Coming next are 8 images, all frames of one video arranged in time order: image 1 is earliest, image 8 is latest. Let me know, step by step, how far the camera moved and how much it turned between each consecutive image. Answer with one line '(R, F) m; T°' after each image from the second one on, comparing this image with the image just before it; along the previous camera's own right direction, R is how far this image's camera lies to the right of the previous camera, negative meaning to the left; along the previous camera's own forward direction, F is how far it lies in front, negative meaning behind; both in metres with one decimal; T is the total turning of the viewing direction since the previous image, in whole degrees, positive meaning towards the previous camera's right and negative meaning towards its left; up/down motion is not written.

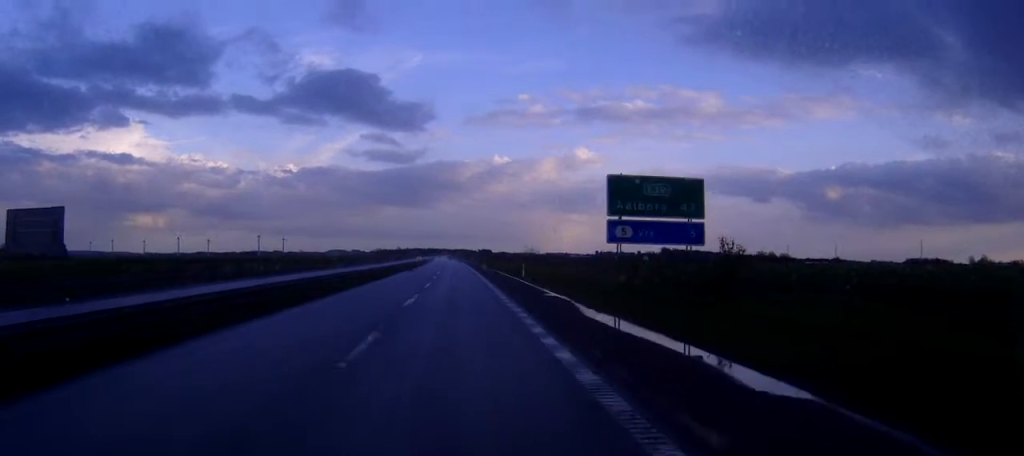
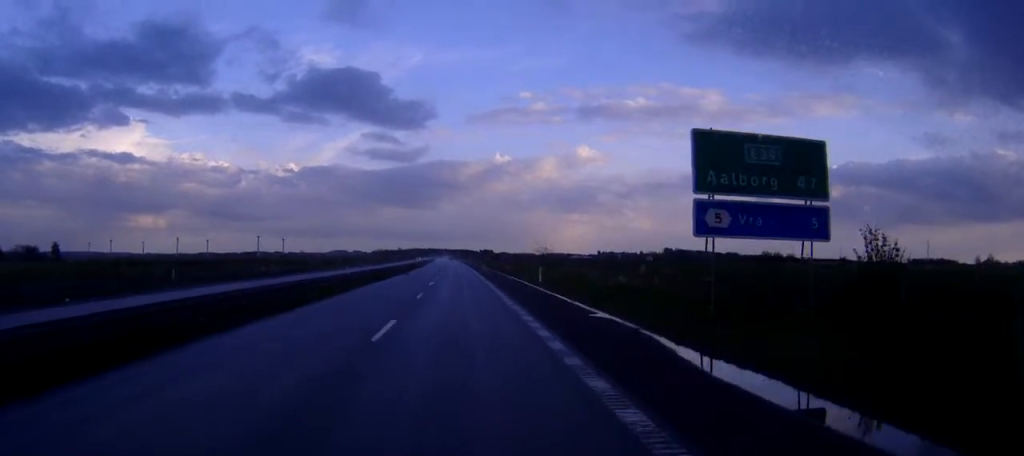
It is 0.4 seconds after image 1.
(+0.1, +11.2) m; 0°
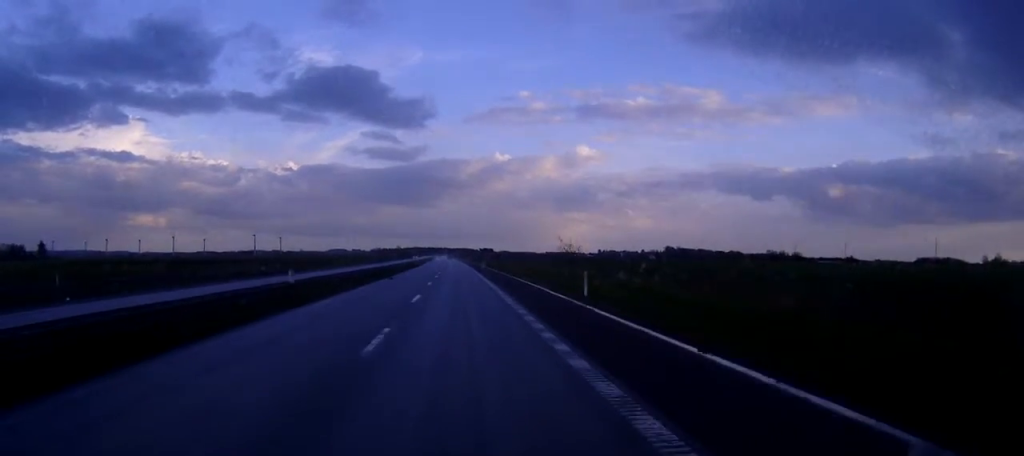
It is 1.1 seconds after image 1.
(+0.1, +17.1) m; 0°
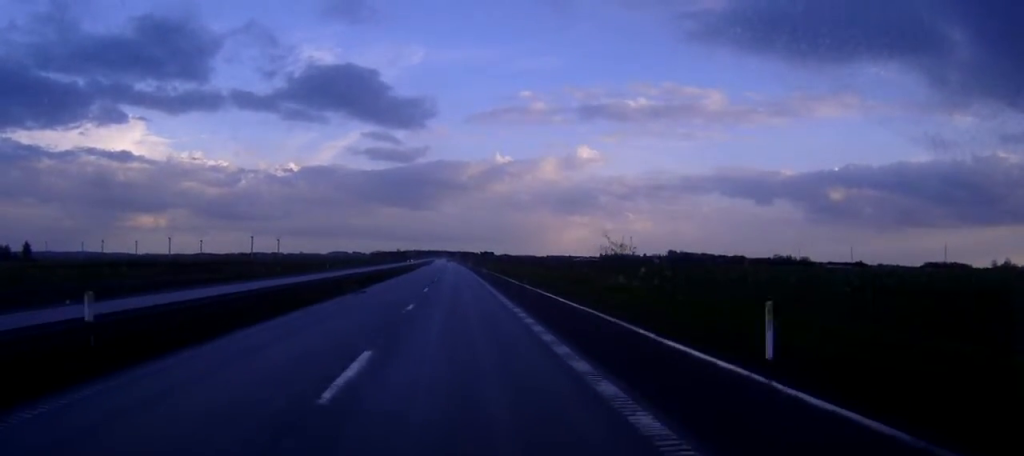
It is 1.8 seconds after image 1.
(0.0, +18.9) m; 0°
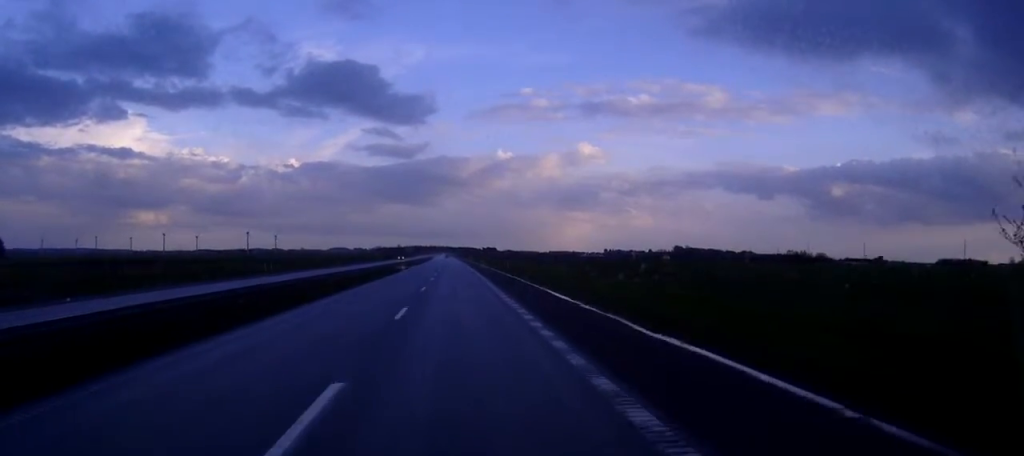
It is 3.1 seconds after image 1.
(-0.1, +33.7) m; 0°
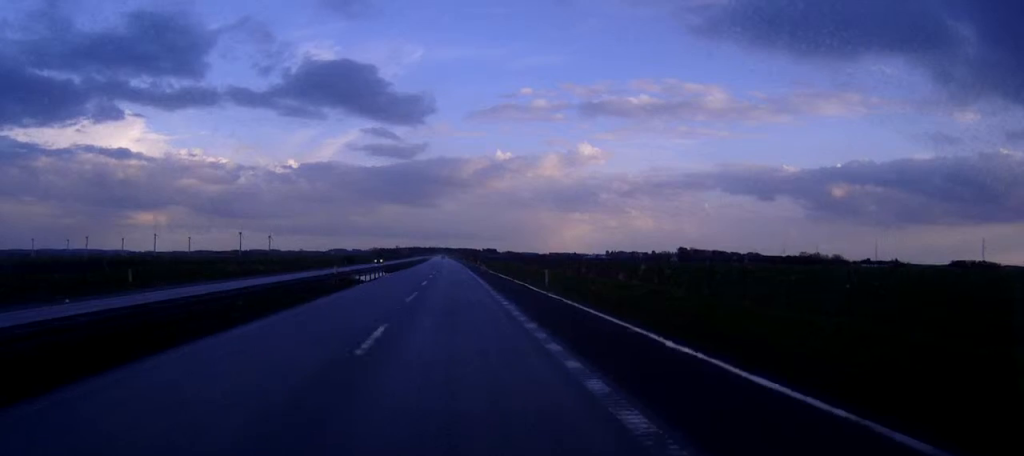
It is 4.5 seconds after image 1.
(-0.1, +36.2) m; 0°
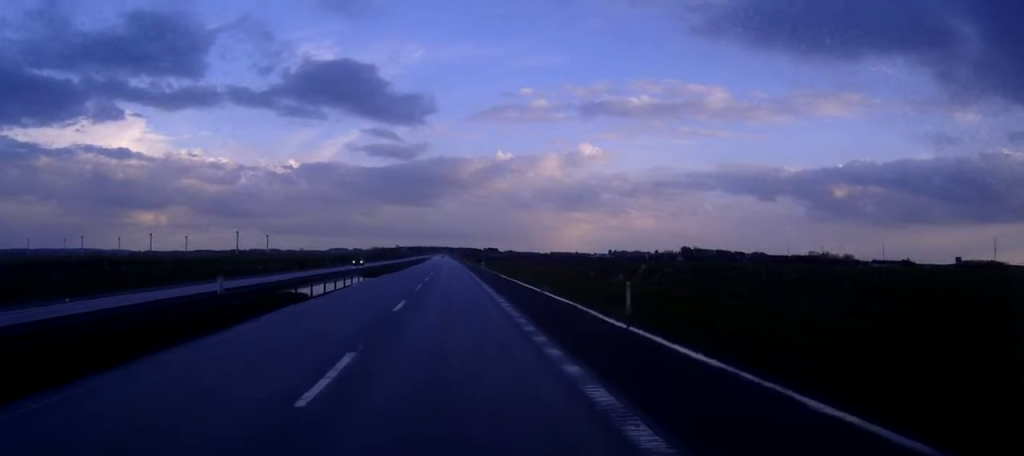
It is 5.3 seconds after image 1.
(0.0, +19.9) m; 0°
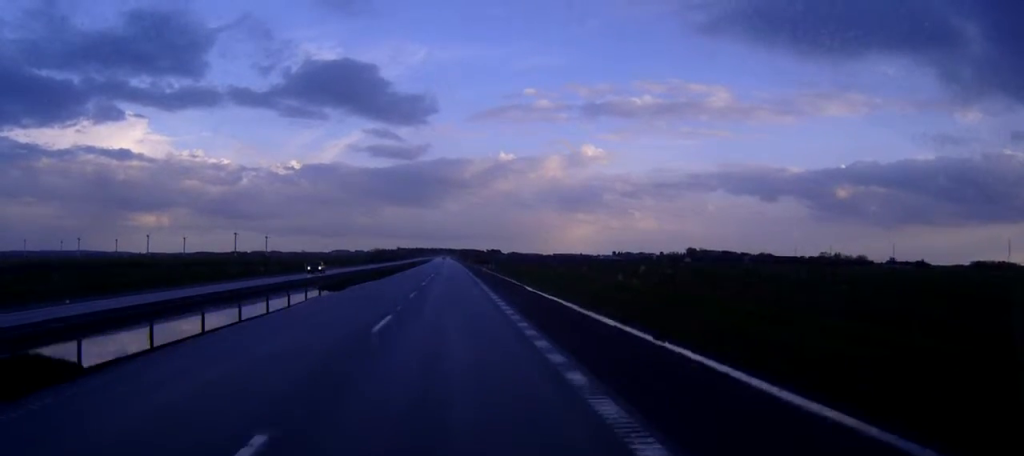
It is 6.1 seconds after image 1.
(0.0, +21.7) m; 0°
